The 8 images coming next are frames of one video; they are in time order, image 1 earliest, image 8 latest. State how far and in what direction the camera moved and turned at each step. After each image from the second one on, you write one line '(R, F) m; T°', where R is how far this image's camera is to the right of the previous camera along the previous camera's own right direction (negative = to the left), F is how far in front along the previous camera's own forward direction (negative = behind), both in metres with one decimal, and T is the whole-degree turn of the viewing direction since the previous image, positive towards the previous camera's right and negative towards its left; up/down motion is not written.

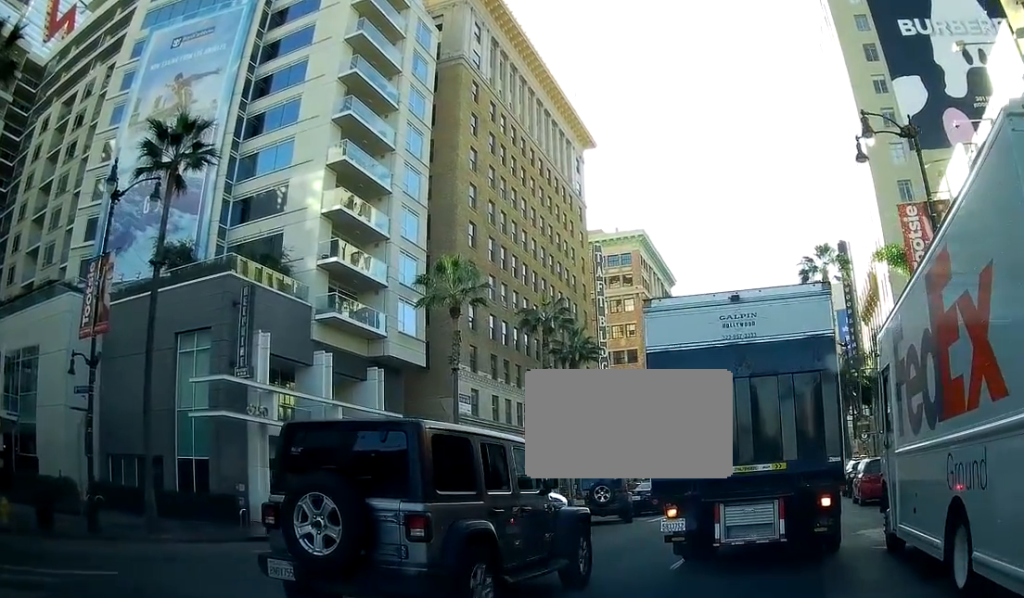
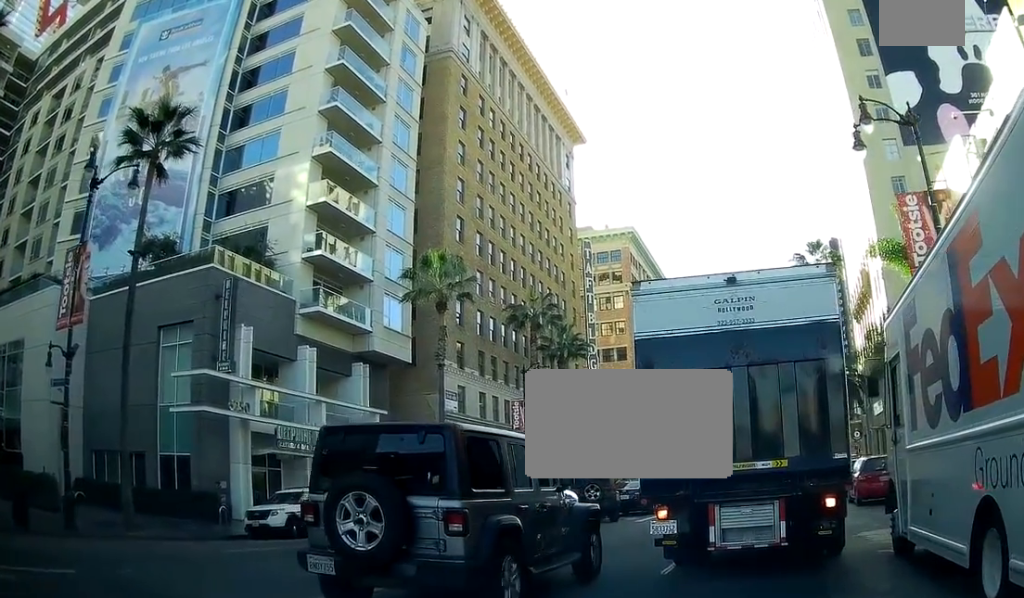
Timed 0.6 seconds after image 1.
(+0.1, +1.3) m; +5°
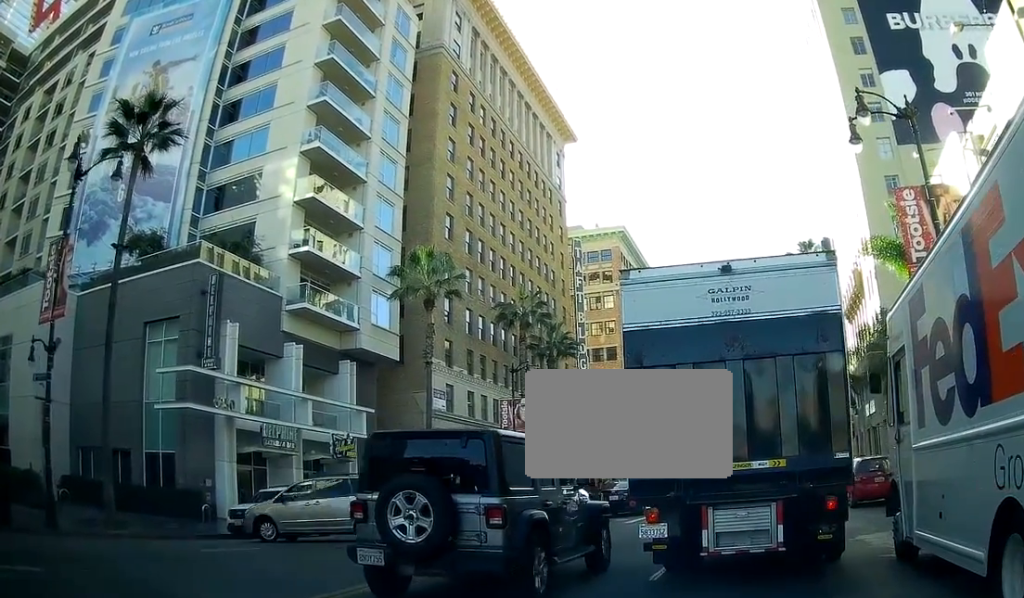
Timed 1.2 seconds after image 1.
(0.0, +1.1) m; +2°
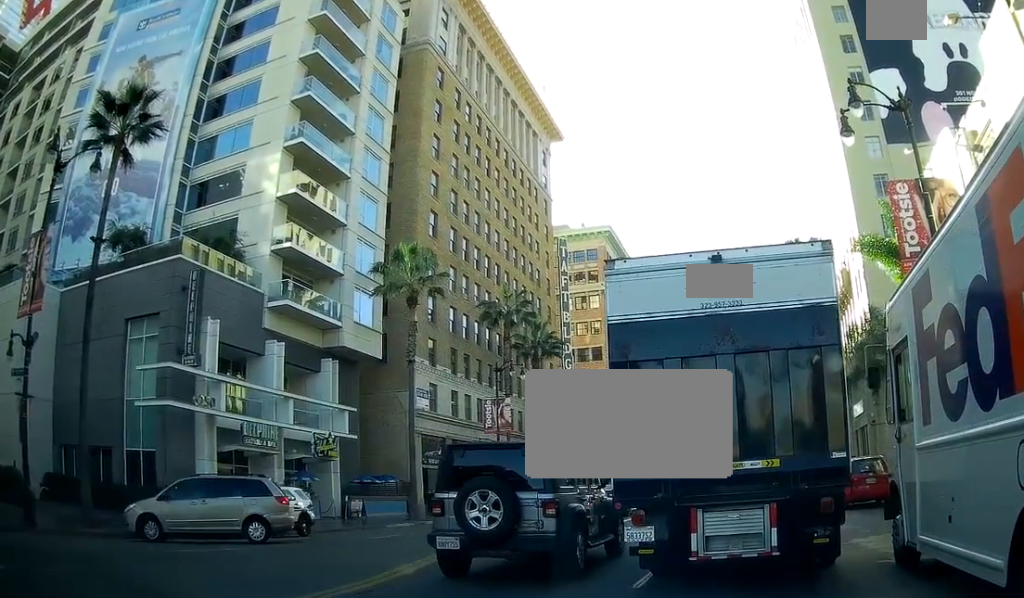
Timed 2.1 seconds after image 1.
(0.0, +1.3) m; 0°
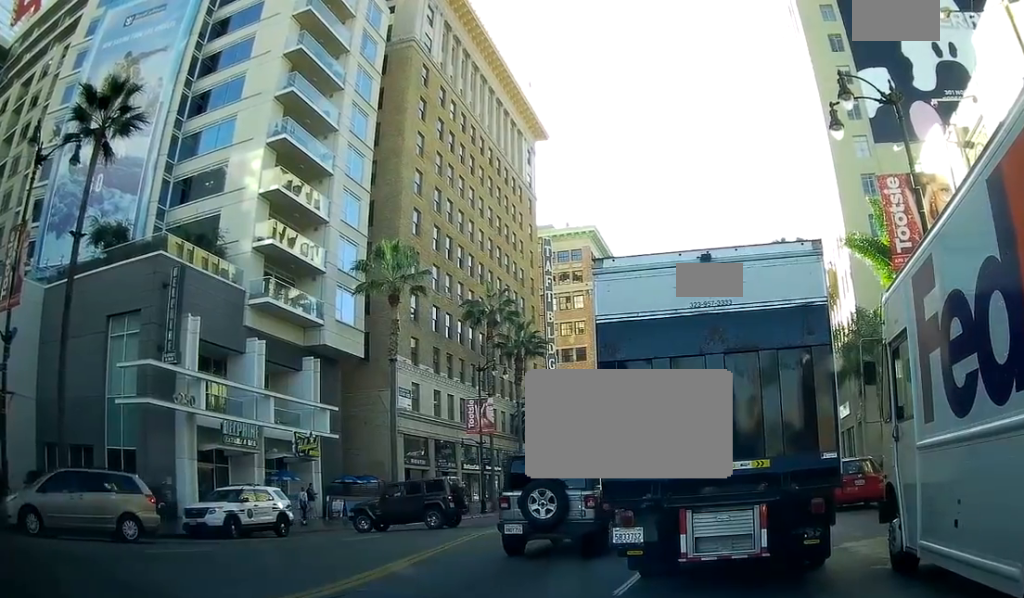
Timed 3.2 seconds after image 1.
(0.0, +1.3) m; 0°
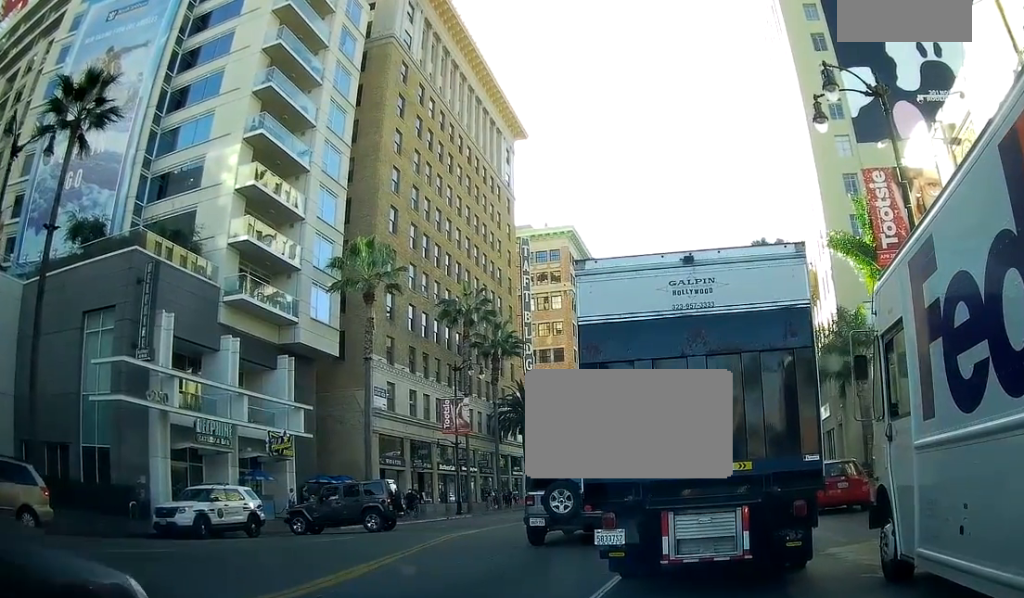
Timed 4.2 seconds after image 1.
(+0.2, +0.8) m; 0°
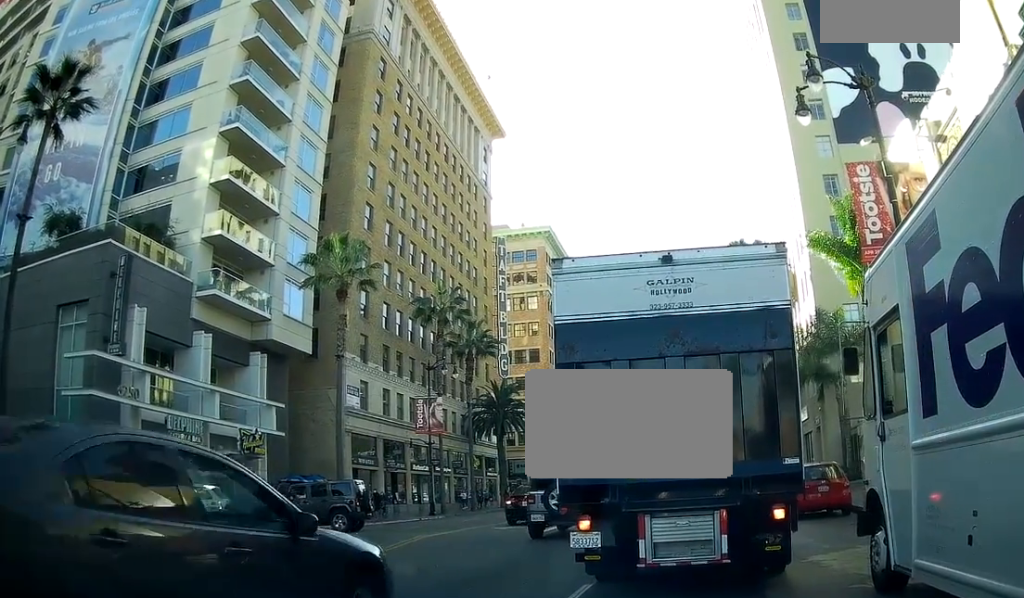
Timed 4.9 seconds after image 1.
(+0.1, +0.7) m; 0°
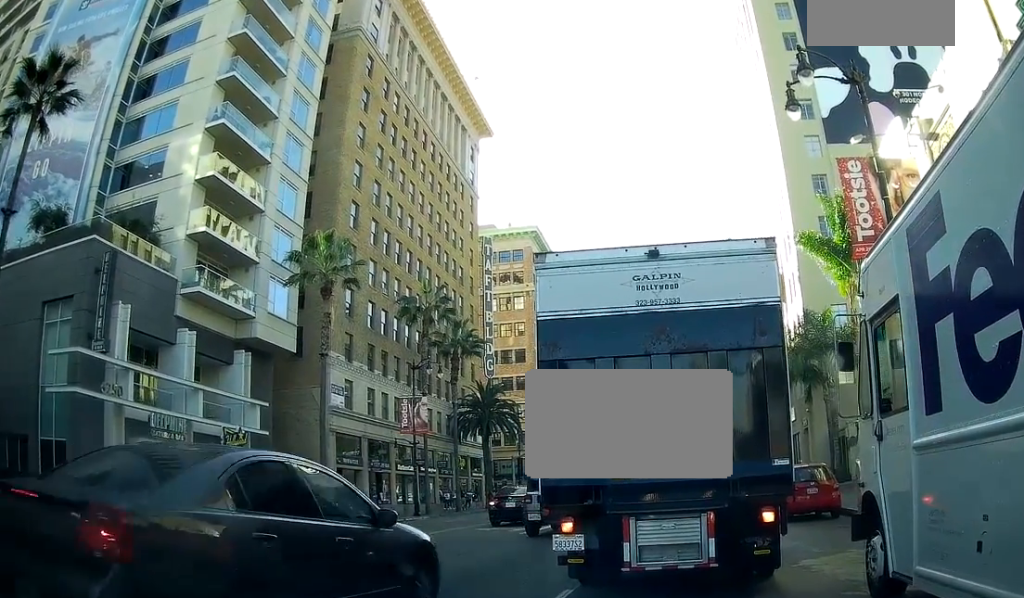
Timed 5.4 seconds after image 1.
(0.0, +0.3) m; 0°
